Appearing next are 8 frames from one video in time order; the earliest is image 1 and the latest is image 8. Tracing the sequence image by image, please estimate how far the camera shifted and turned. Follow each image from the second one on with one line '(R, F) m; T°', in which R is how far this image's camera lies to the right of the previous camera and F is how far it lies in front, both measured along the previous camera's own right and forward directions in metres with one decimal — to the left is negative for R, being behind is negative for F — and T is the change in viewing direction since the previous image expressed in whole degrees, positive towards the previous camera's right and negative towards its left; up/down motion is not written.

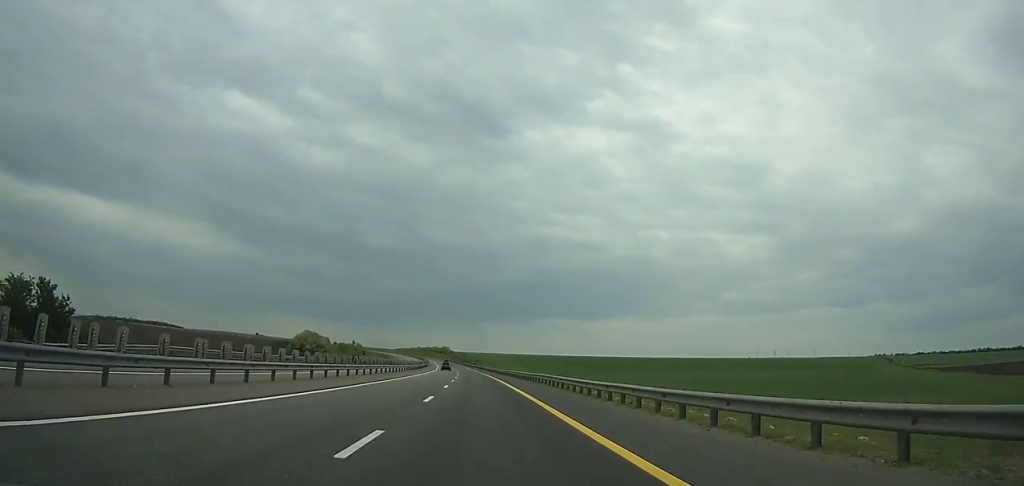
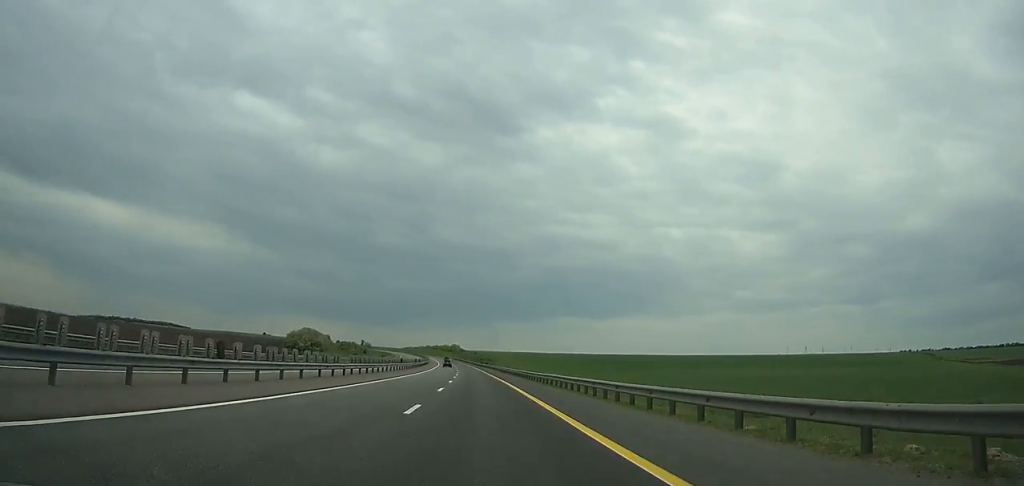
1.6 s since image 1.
(-0.6, +42.2) m; -1°
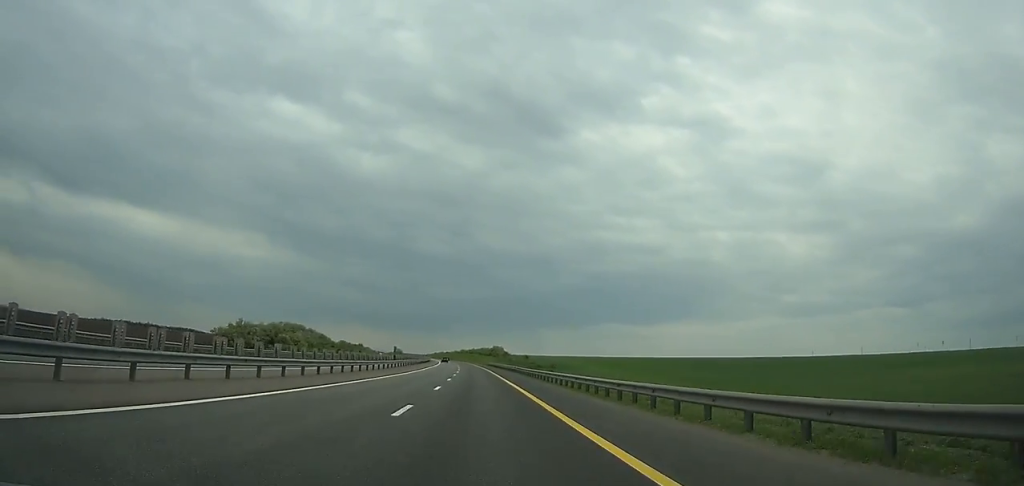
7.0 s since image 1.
(-5.3, +143.6) m; -4°
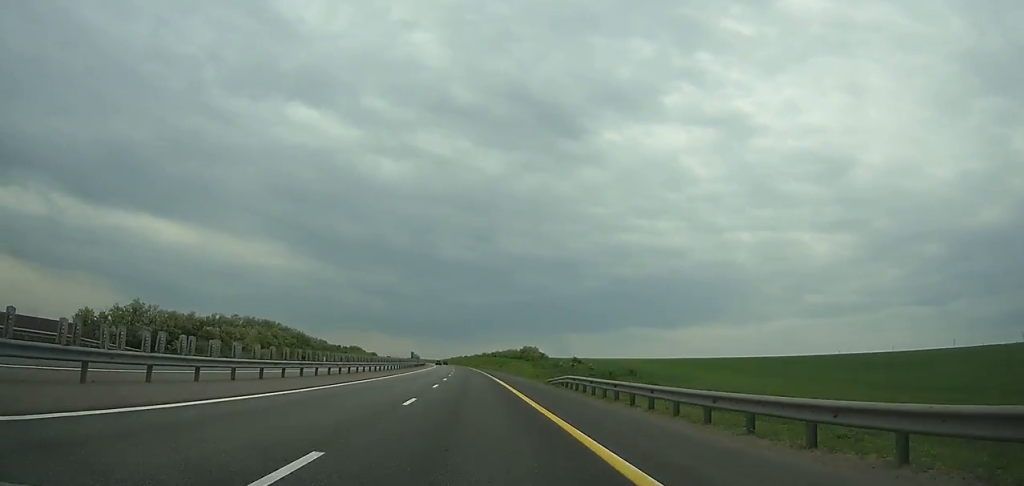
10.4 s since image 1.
(-2.2, +91.7) m; -3°
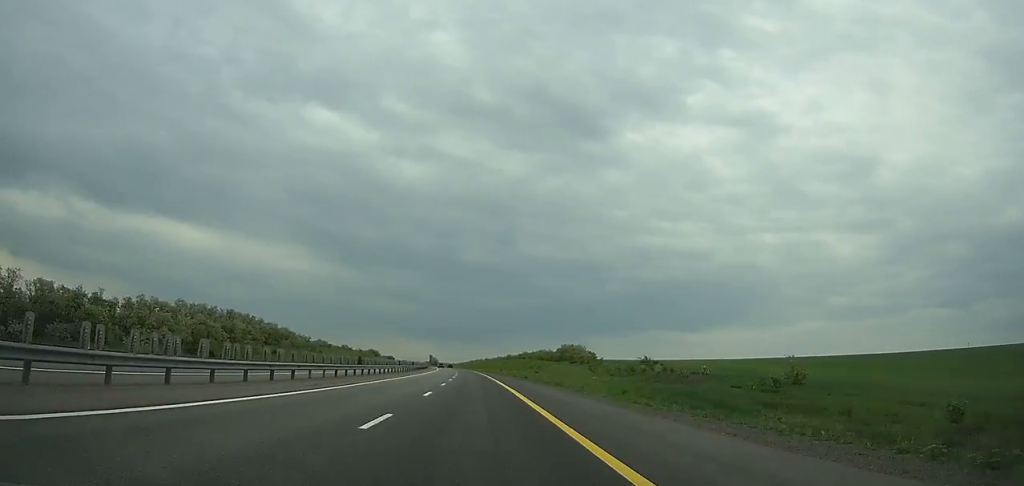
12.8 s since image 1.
(-0.9, +65.1) m; -2°
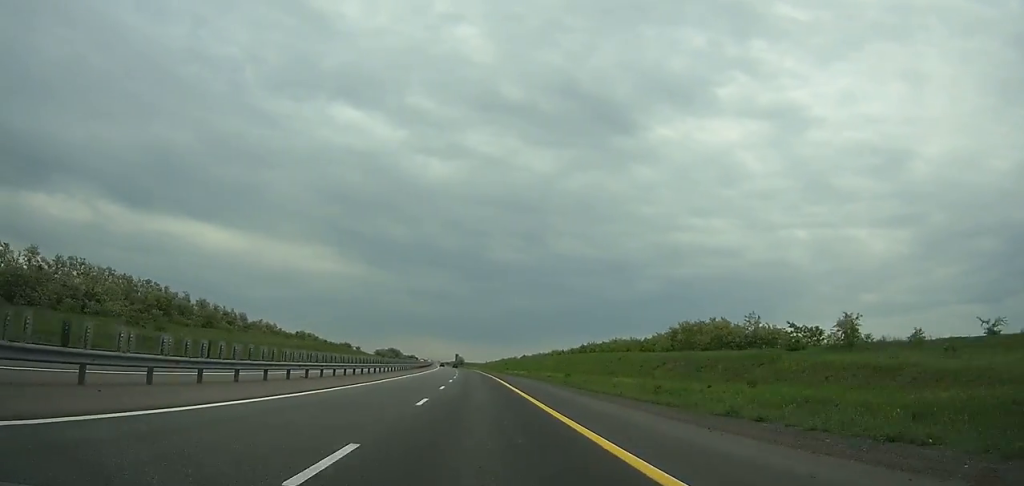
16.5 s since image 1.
(-2.8, +100.7) m; -3°
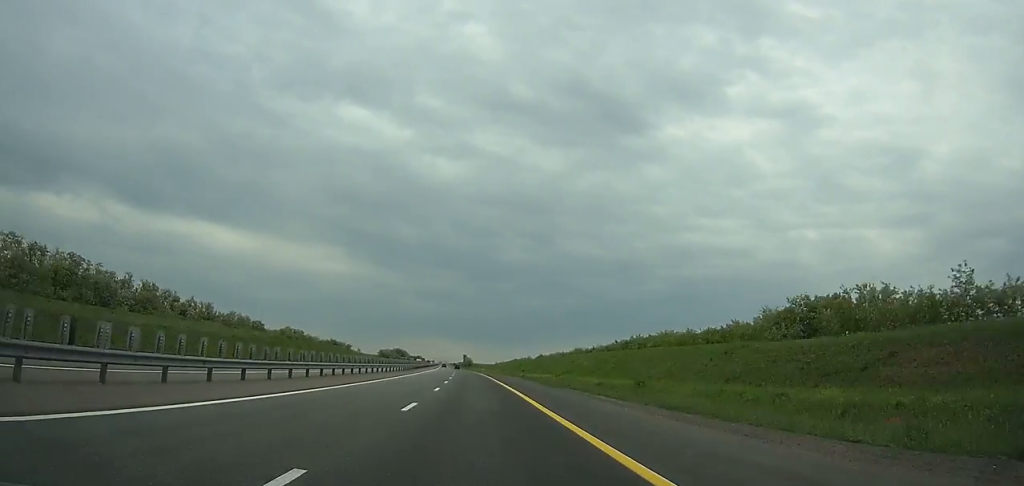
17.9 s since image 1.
(0.0, +38.2) m; -1°
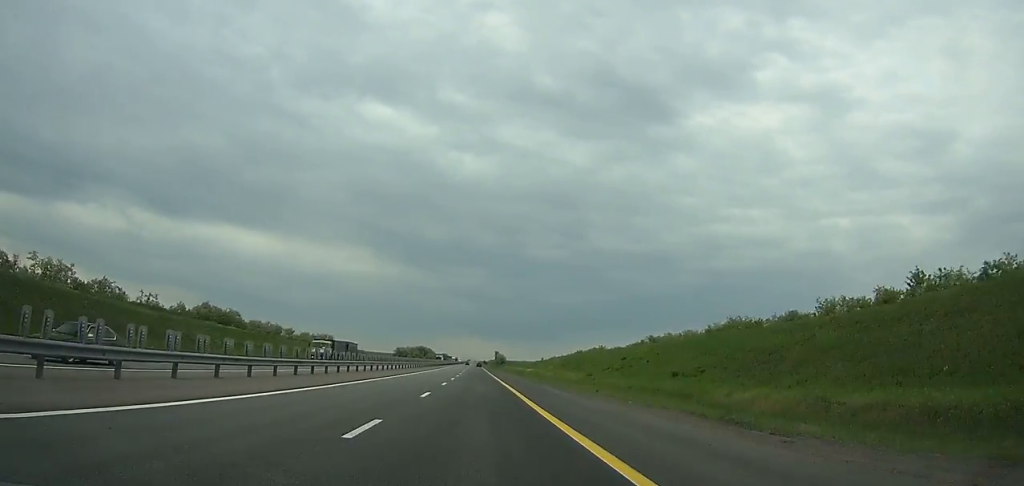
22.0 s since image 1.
(-2.9, +112.1) m; -2°
